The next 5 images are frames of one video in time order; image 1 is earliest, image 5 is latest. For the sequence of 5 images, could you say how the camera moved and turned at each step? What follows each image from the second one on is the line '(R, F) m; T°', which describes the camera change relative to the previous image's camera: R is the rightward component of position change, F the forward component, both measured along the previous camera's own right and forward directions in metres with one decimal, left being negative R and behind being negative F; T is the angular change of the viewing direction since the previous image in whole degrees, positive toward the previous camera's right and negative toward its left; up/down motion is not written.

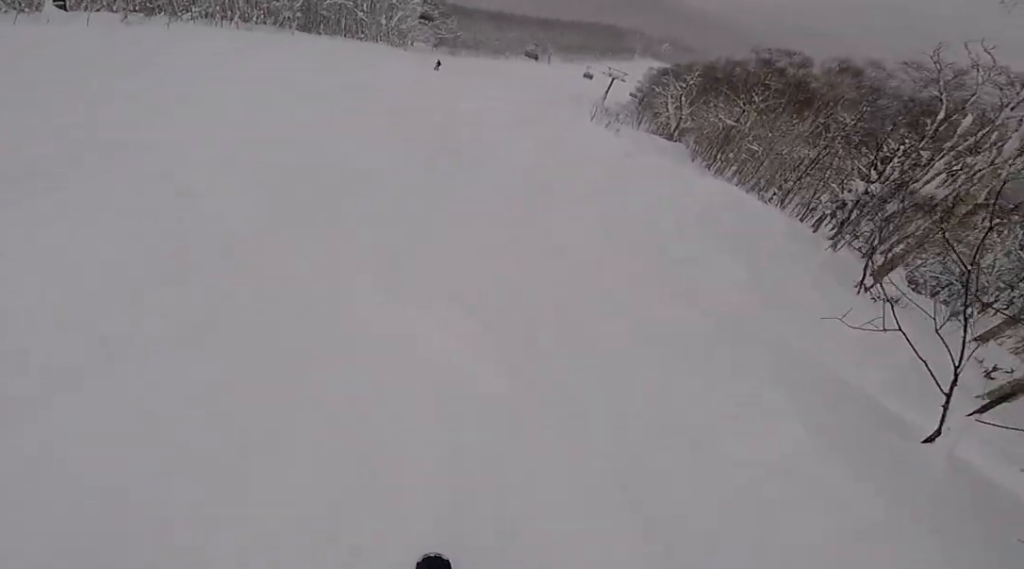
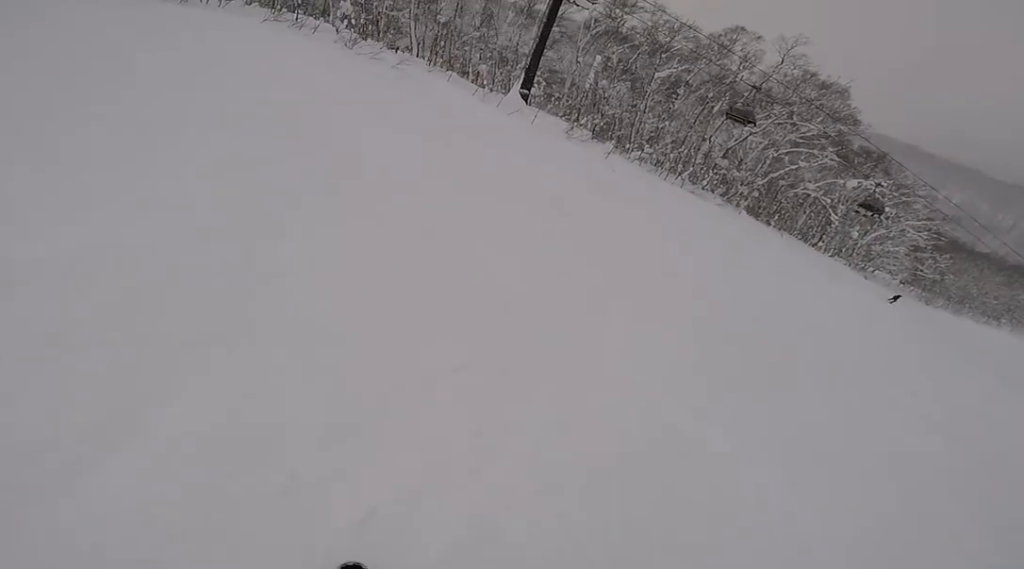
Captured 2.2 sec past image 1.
(-3.2, +8.1) m; -48°
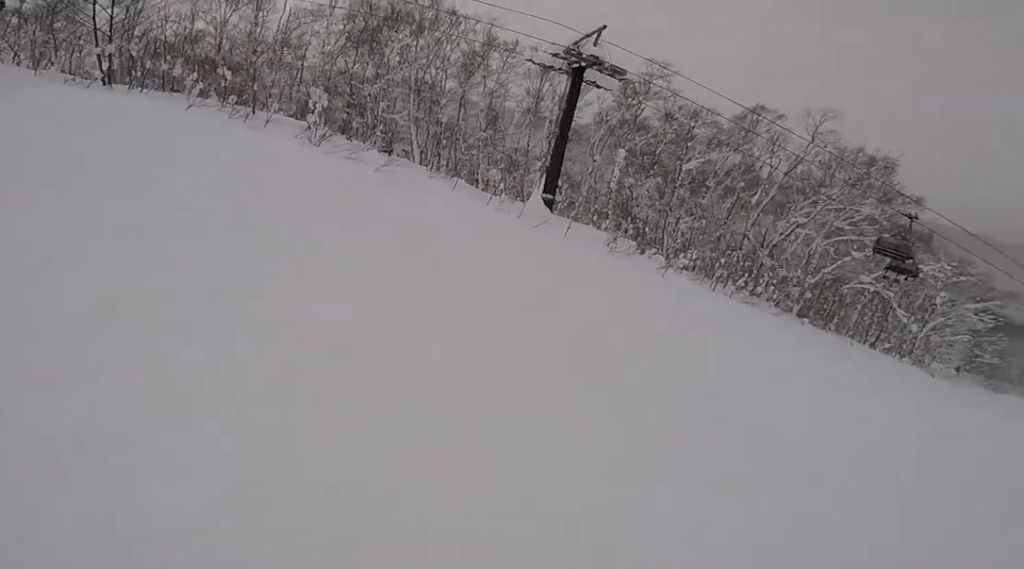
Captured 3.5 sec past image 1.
(-0.3, +5.9) m; +4°
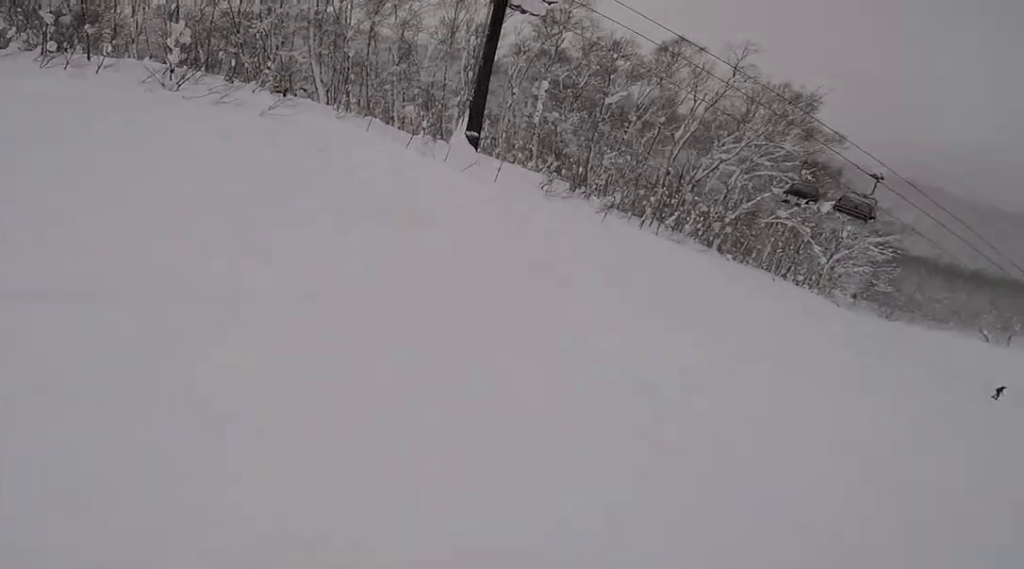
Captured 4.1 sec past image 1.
(+0.2, +2.4) m; +5°
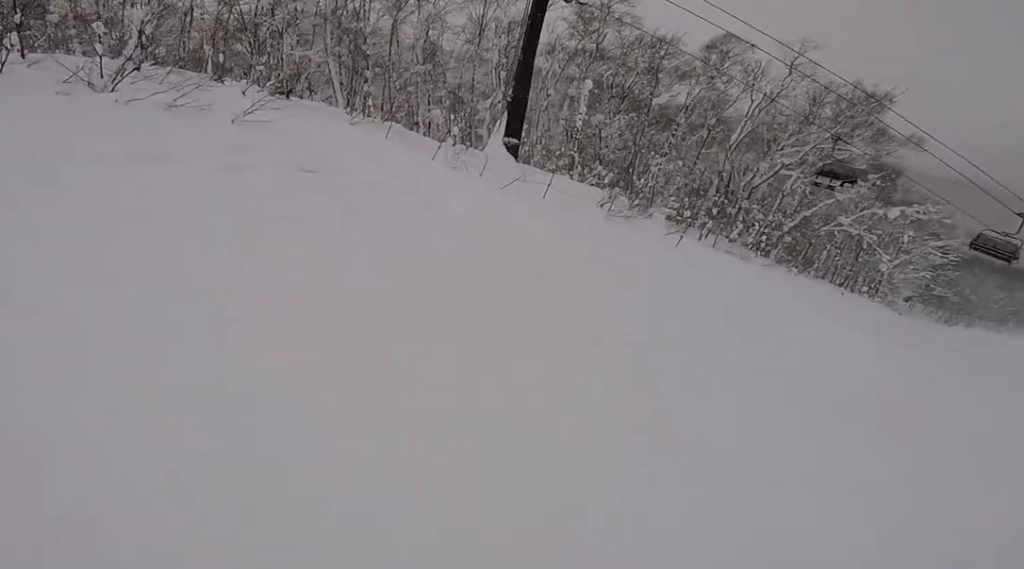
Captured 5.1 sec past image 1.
(+0.1, +3.6) m; +1°
